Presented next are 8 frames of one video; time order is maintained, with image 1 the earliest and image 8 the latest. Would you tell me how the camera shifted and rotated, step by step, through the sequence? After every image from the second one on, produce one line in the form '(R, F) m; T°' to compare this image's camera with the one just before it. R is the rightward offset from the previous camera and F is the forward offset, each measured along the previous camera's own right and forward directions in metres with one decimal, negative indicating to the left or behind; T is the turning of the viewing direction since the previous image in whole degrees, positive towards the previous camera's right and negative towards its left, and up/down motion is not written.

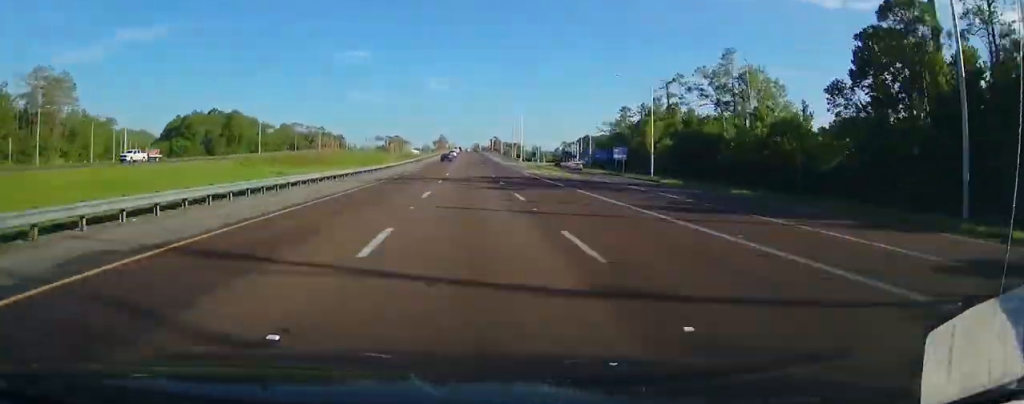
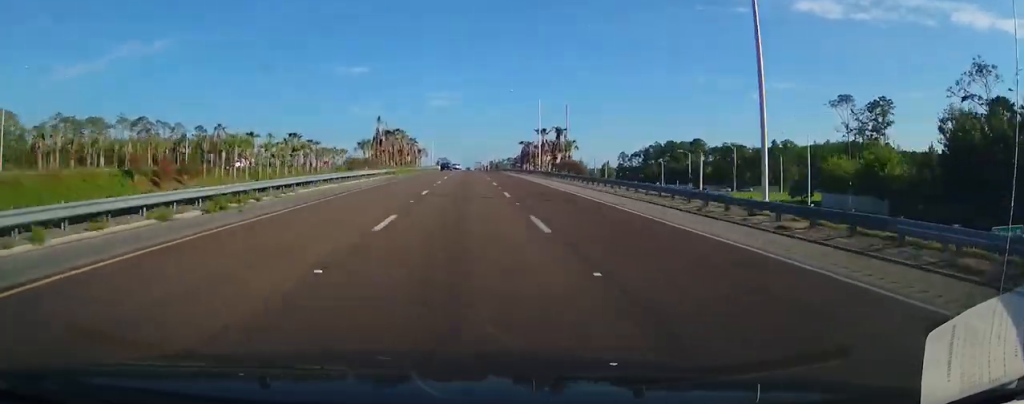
(-0.2, +150.4) m; 0°
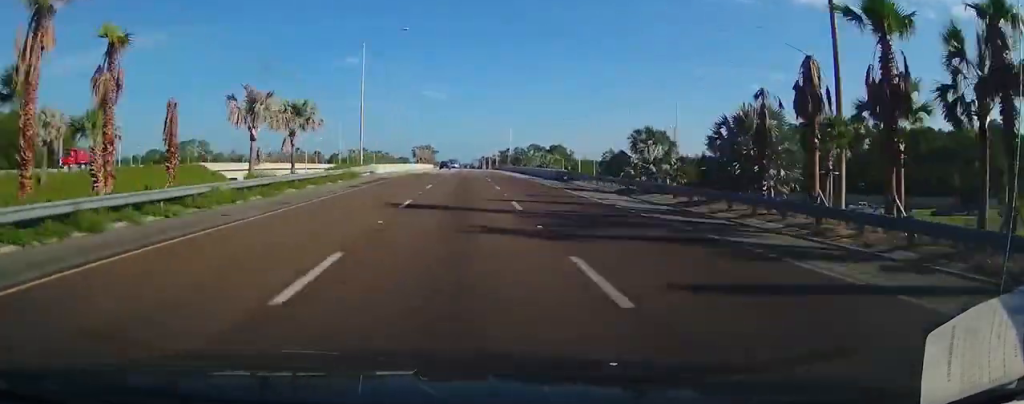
(0.0, +102.7) m; 0°
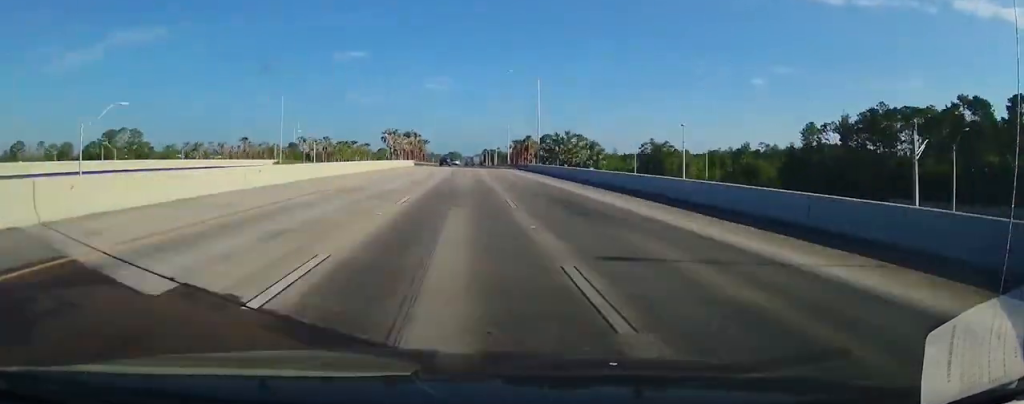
(+0.2, +51.8) m; 0°
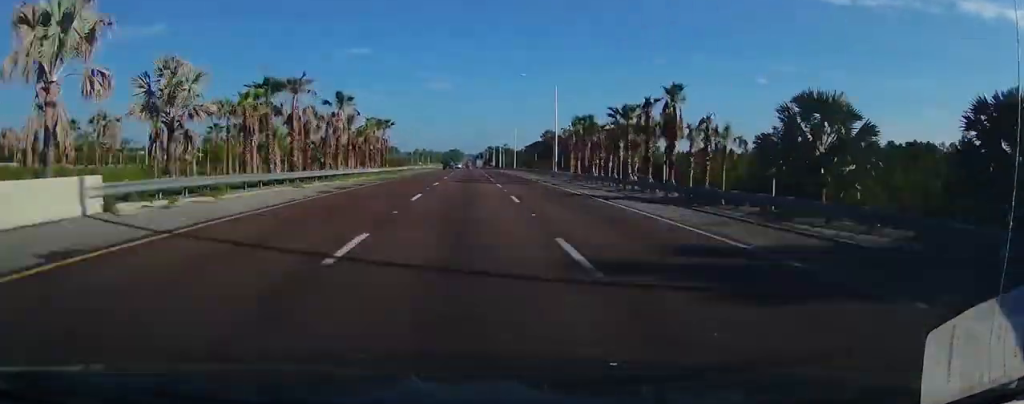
(-0.7, +79.4) m; 0°
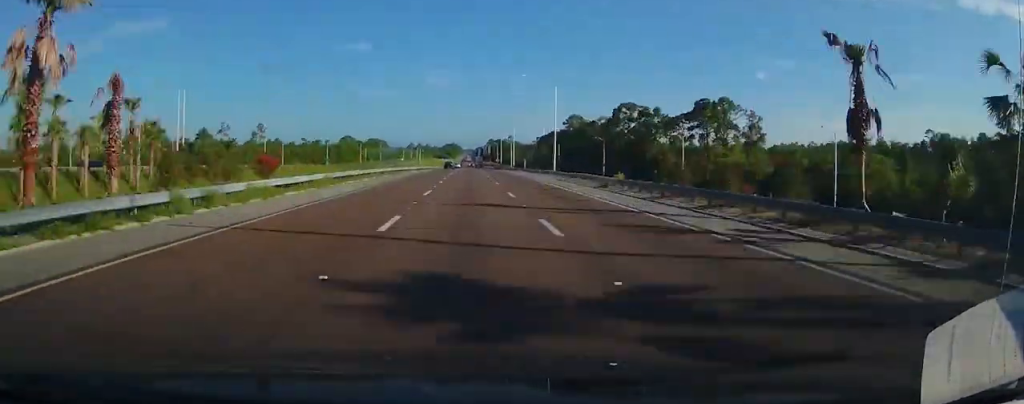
(-0.3, +66.2) m; 0°
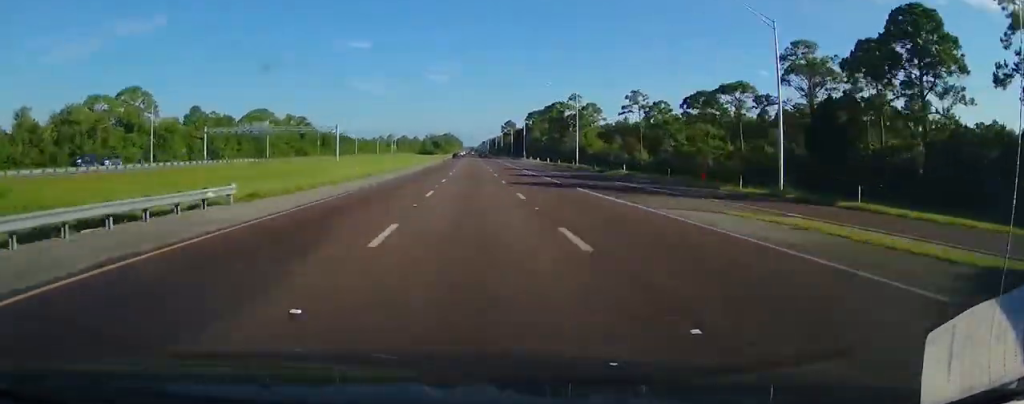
(+2.1, +234.0) m; +1°
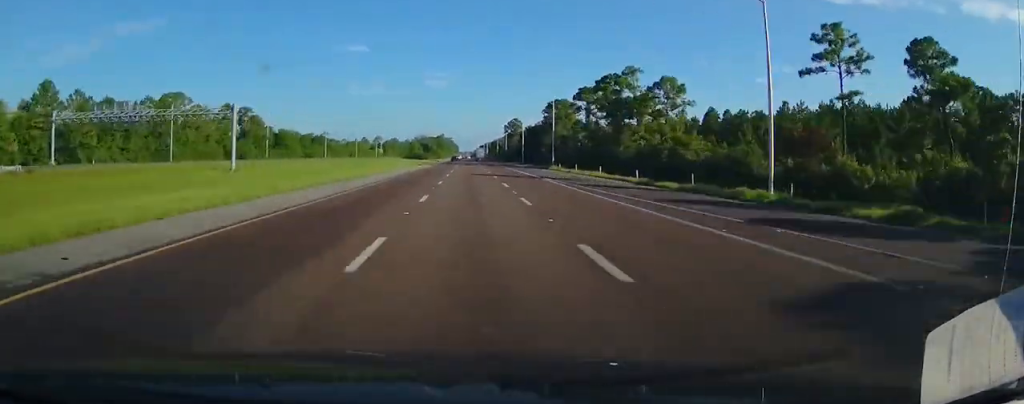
(0.0, +59.2) m; 0°
